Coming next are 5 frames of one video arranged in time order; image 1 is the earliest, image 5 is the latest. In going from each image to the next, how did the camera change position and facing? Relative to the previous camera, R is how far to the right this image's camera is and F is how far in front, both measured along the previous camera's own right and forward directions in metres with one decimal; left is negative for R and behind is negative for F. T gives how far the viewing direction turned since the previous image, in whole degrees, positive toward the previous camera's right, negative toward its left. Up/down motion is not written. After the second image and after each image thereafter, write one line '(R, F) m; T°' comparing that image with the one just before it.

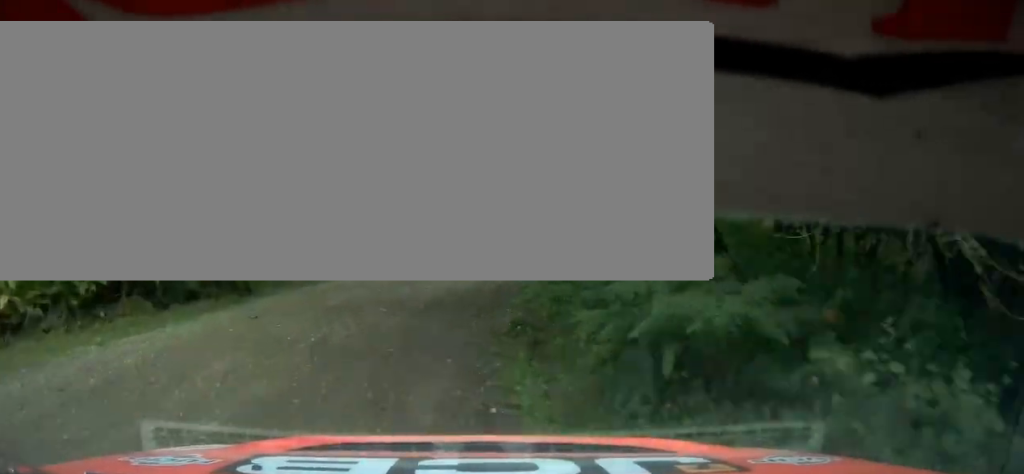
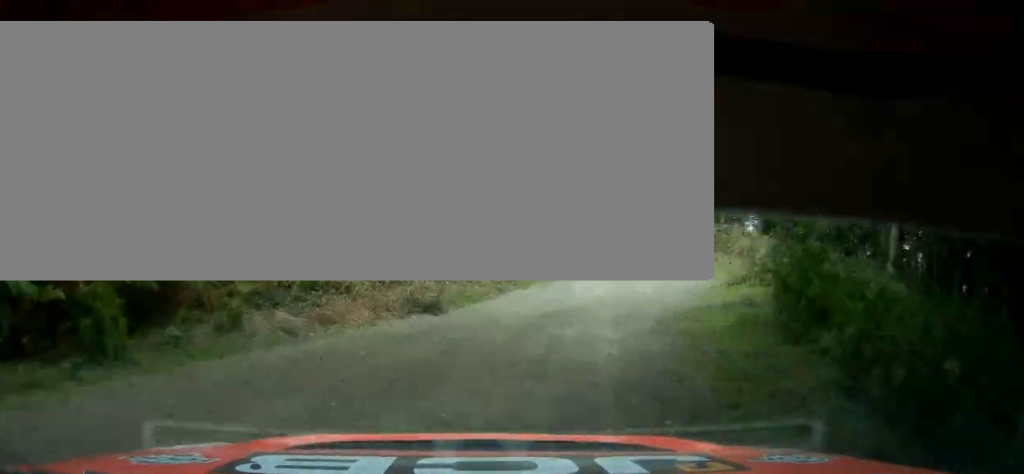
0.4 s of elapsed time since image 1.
(0.0, +7.3) m; -2°
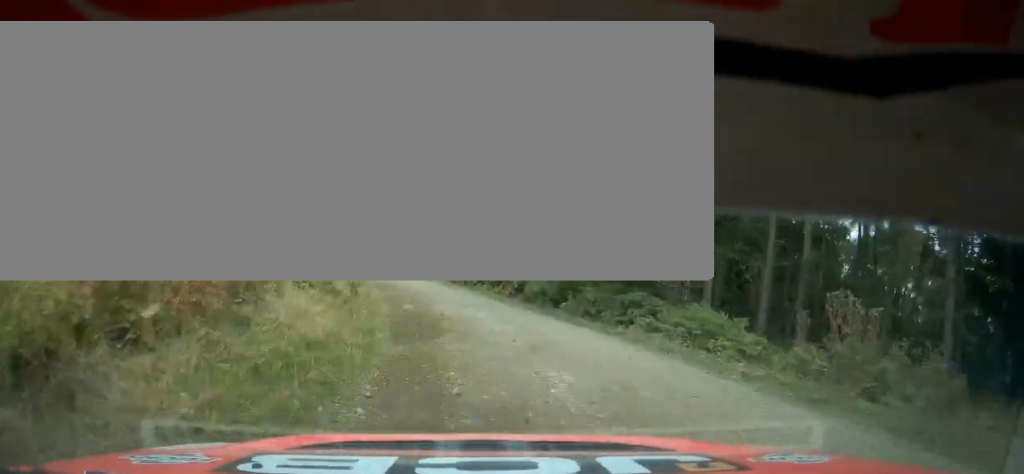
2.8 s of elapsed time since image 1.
(-8.2, +44.3) m; -19°
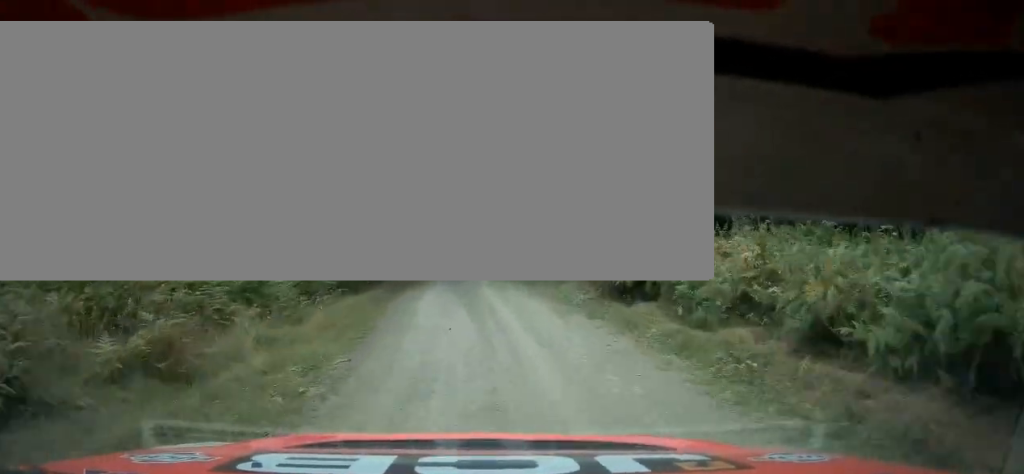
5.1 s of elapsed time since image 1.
(-5.2, +44.5) m; -9°
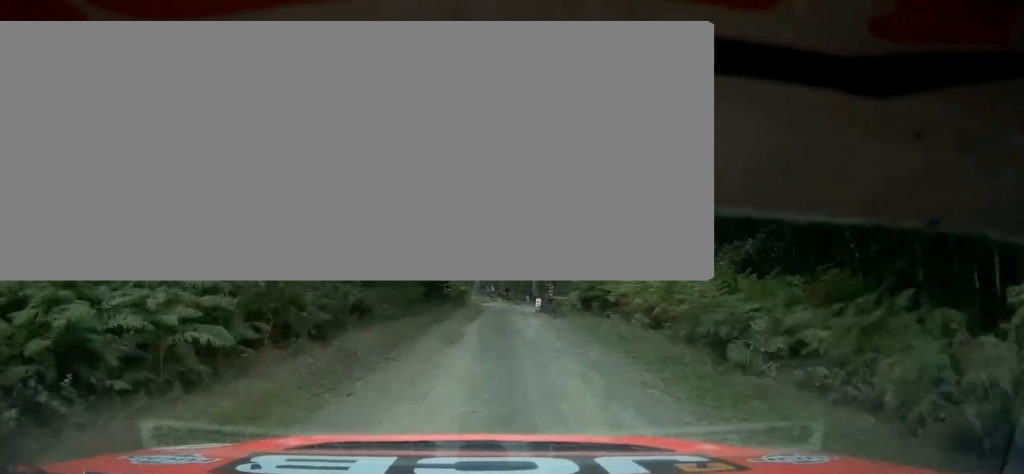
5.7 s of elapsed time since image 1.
(0.0, +12.5) m; 0°
